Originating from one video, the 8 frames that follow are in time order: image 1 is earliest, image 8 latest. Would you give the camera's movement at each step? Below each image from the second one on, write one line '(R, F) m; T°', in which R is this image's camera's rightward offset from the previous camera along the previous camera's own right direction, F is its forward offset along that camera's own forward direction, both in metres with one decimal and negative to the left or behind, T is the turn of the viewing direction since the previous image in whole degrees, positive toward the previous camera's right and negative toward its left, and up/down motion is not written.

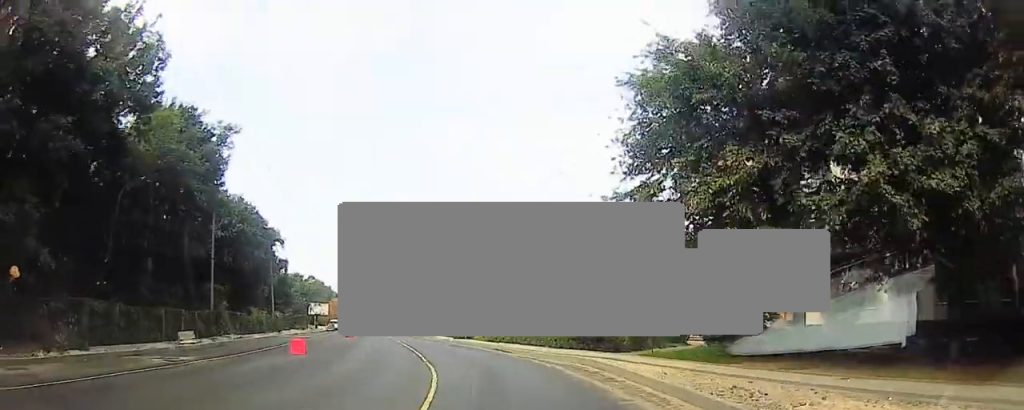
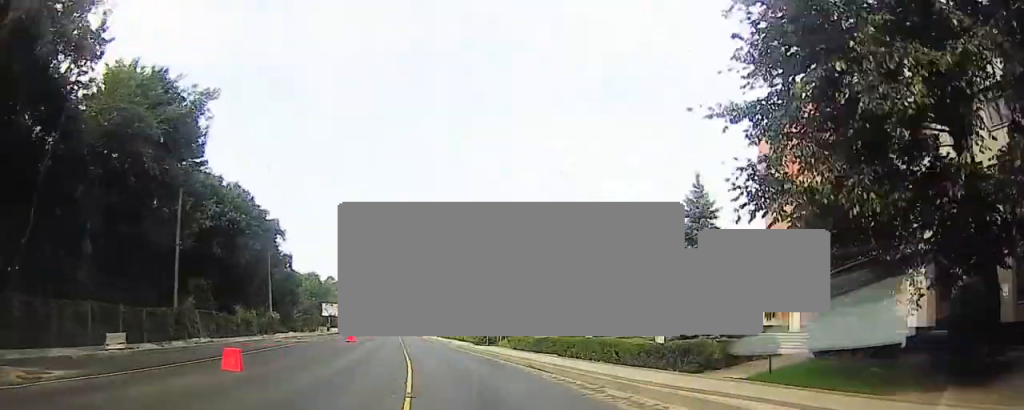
(0.0, +7.3) m; -6°
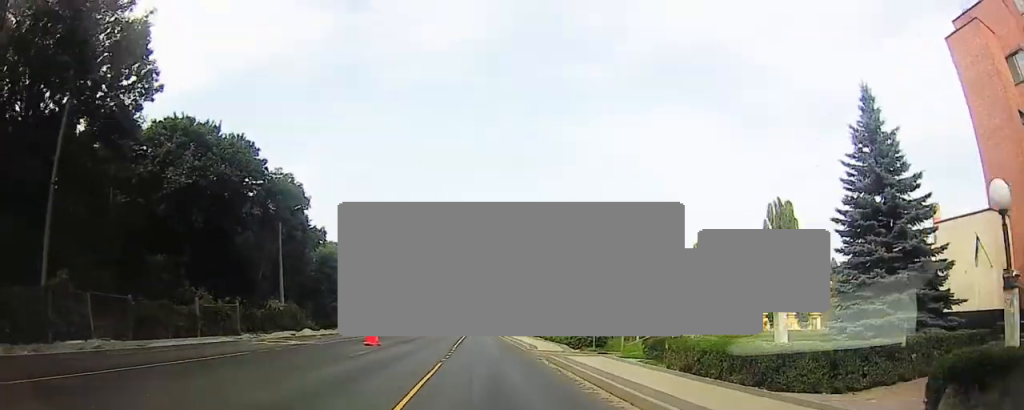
(-1.6, +14.7) m; -8°
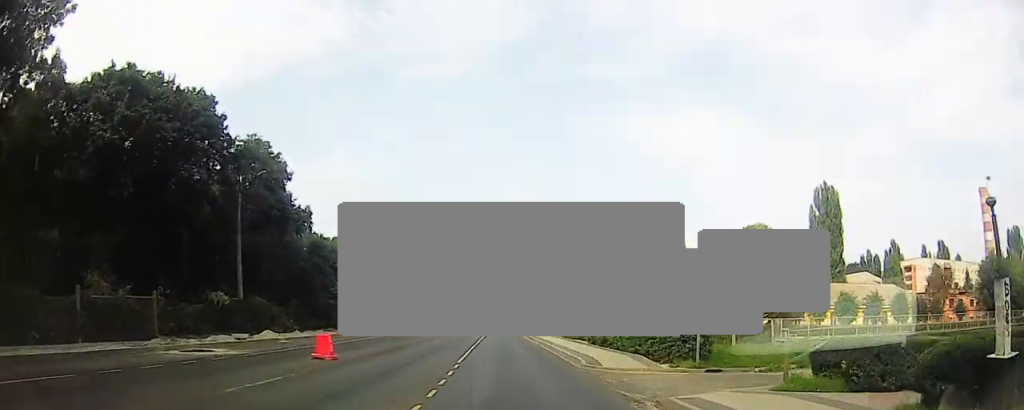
(-0.3, +10.5) m; -3°
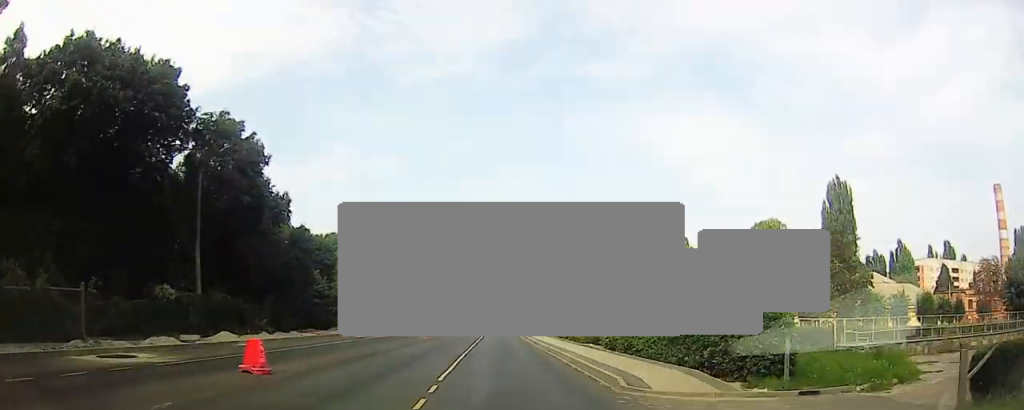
(-0.1, +5.7) m; -1°
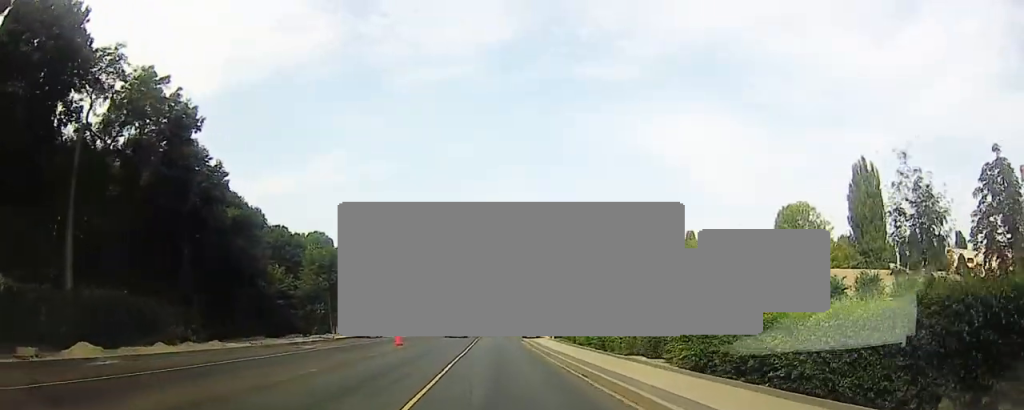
(-0.1, +12.2) m; -1°
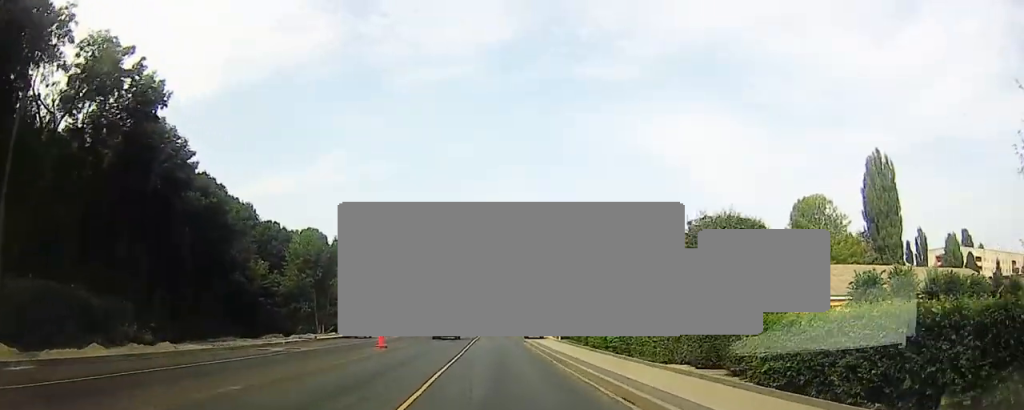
(0.0, +5.1) m; 0°
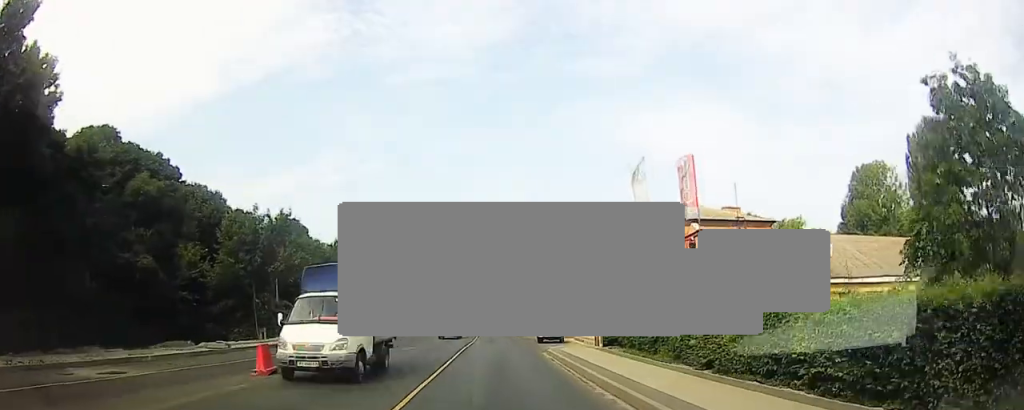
(0.0, +15.8) m; 0°
